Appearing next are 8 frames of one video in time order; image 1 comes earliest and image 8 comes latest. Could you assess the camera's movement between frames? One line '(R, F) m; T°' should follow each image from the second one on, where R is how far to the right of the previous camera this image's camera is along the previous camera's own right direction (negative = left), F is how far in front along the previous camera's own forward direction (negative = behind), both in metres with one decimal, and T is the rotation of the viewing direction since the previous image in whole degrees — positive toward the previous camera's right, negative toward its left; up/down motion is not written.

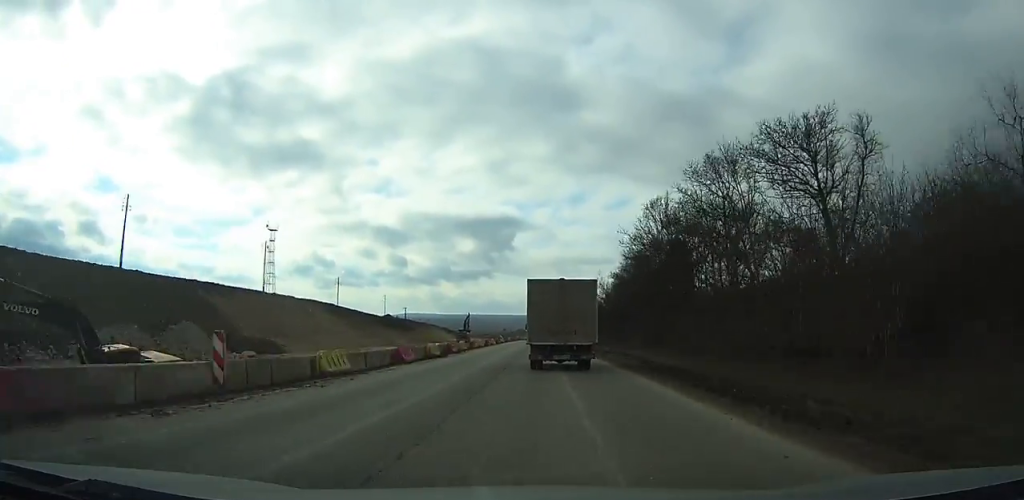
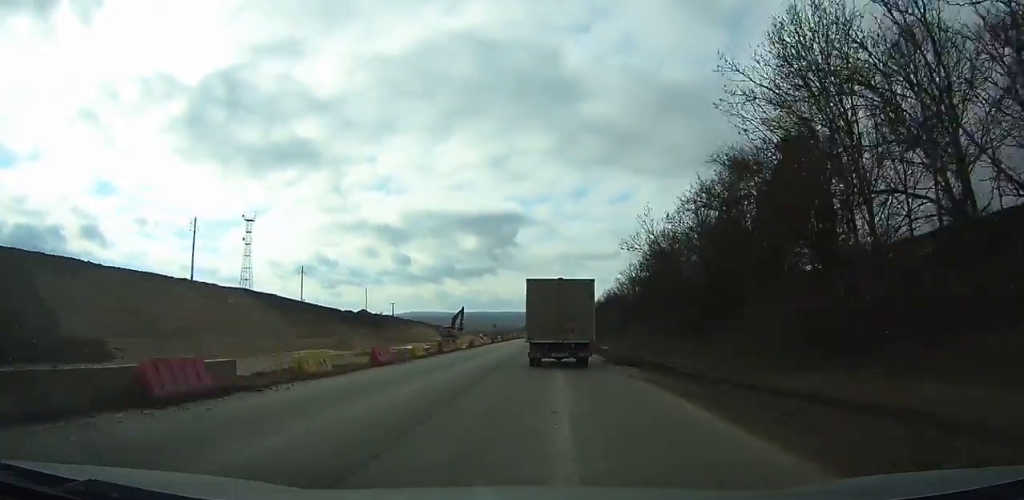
(0.0, +28.2) m; 0°
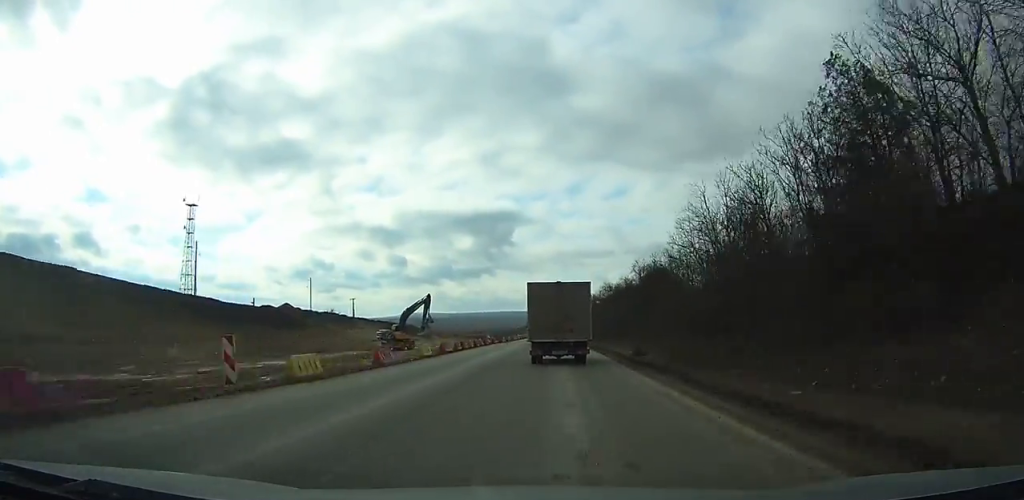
(+0.2, +44.4) m; 0°
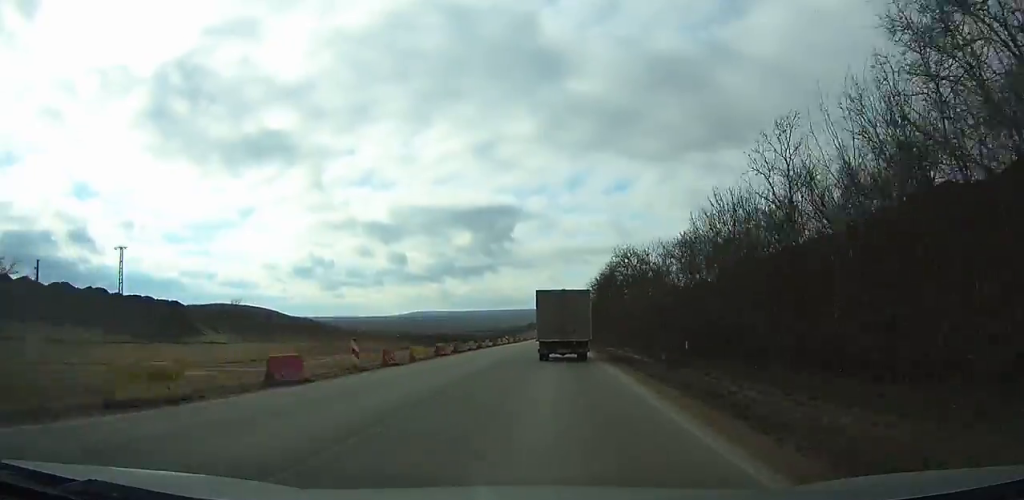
(-0.2, +103.8) m; 0°
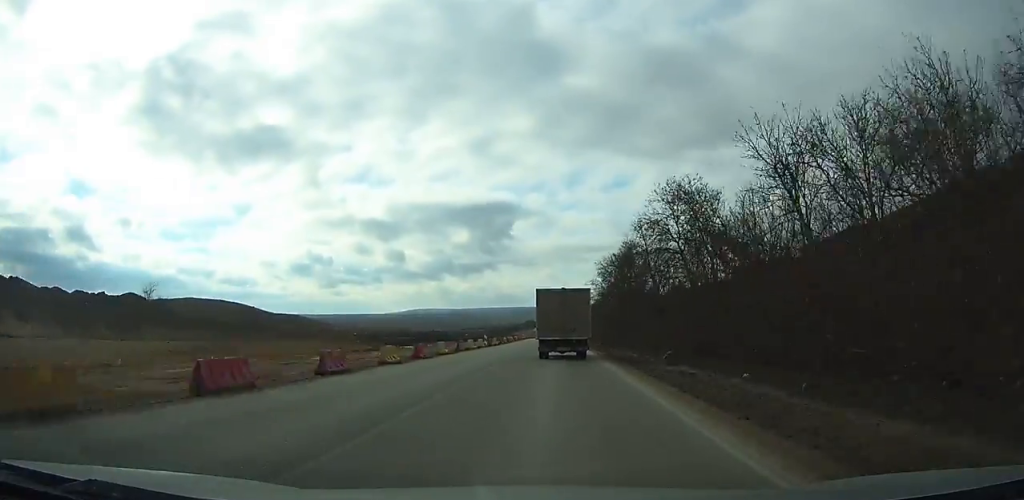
(0.0, +23.3) m; 0°
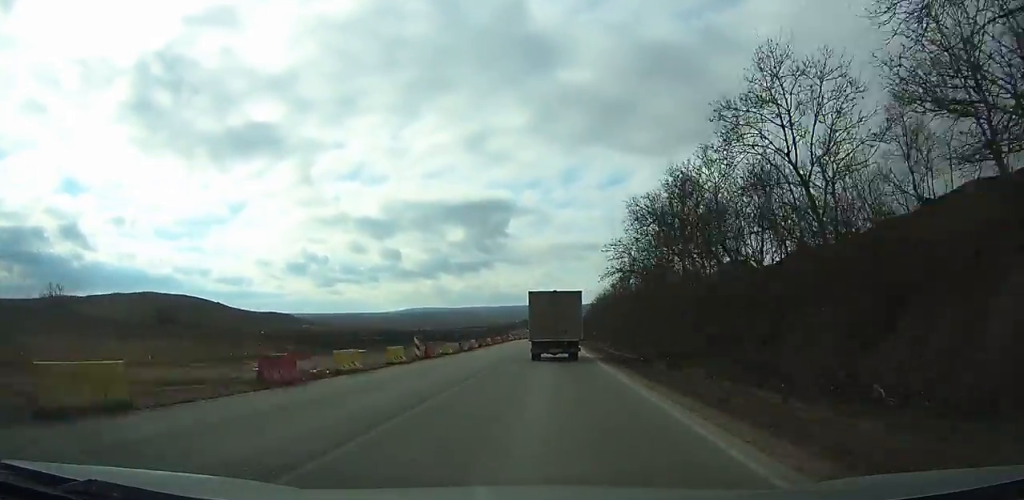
(0.0, +27.3) m; 0°
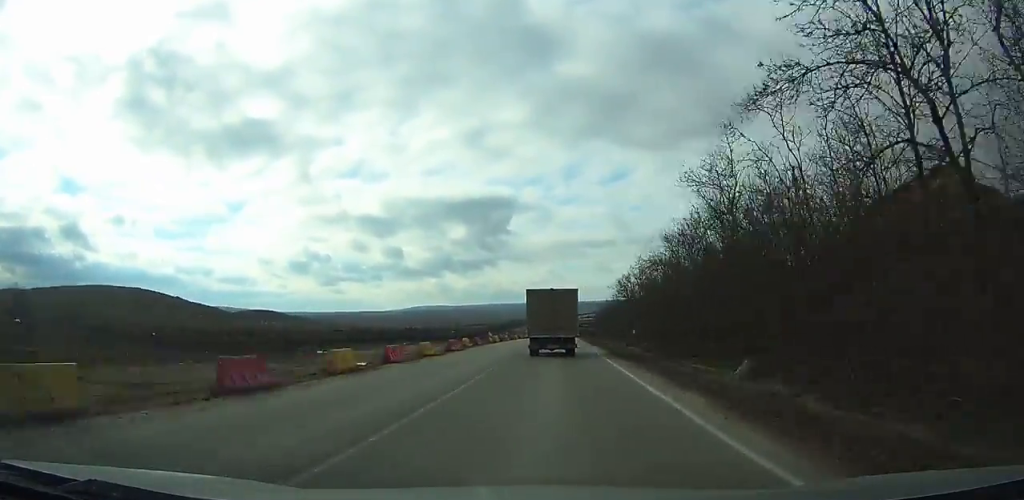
(-0.1, +31.3) m; 0°
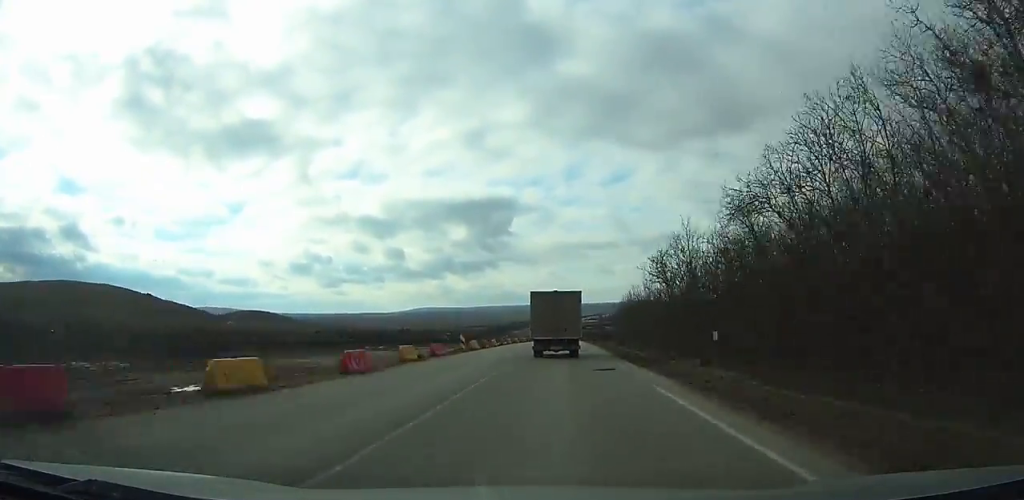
(0.0, +18.4) m; 0°
